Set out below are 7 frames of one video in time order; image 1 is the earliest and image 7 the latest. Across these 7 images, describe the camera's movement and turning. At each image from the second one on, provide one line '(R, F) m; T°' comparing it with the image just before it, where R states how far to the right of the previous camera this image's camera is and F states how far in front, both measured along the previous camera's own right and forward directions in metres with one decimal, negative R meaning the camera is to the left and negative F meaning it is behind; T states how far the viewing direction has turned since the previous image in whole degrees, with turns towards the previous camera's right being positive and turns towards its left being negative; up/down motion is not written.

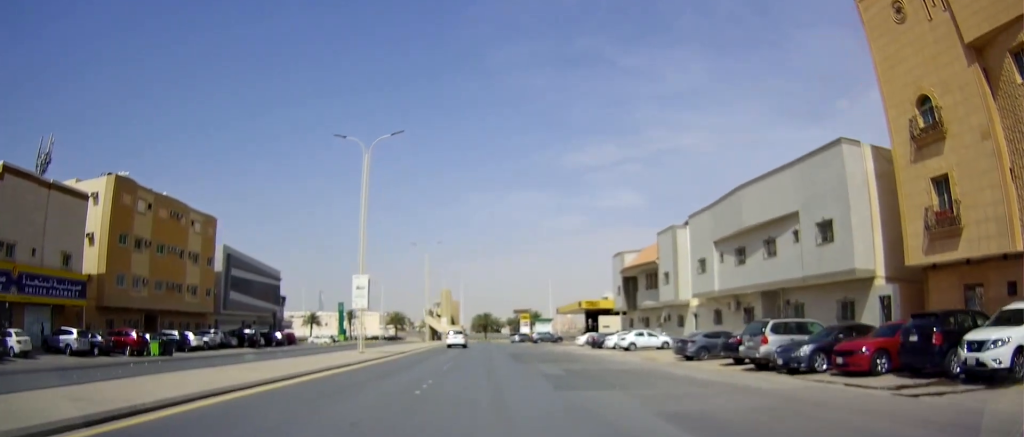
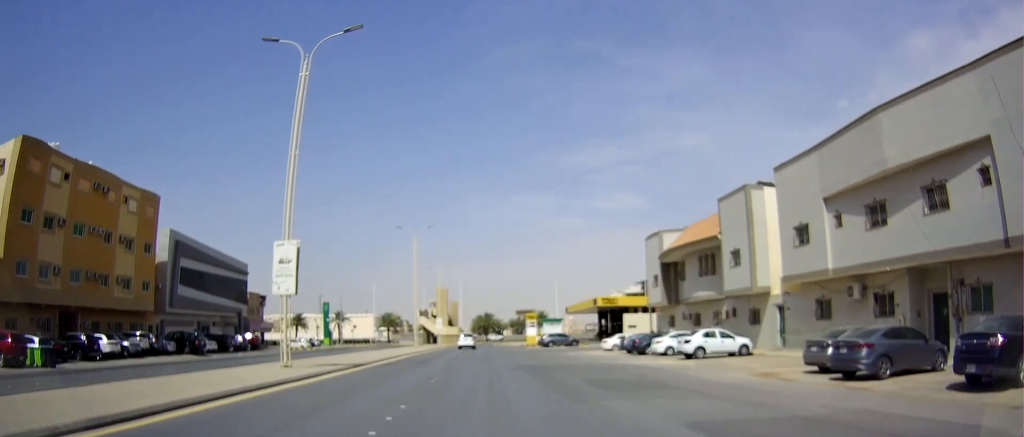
(+0.5, +14.1) m; 0°
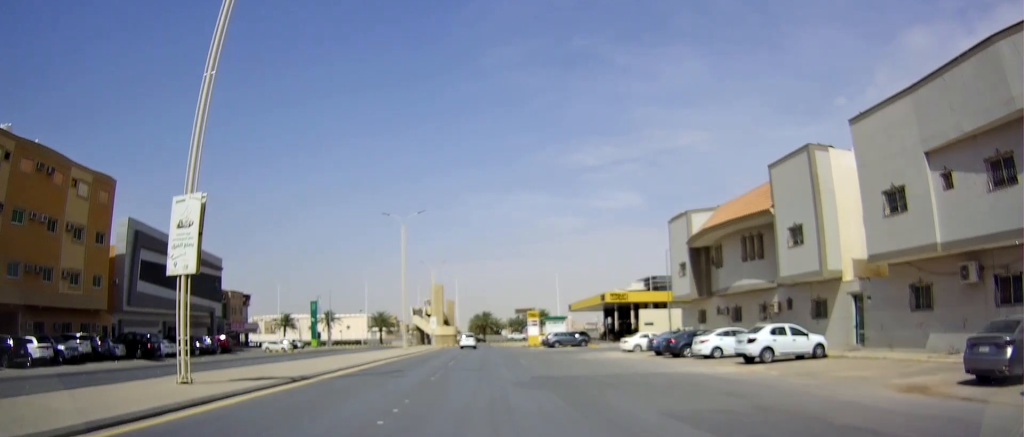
(-0.4, +7.9) m; -1°
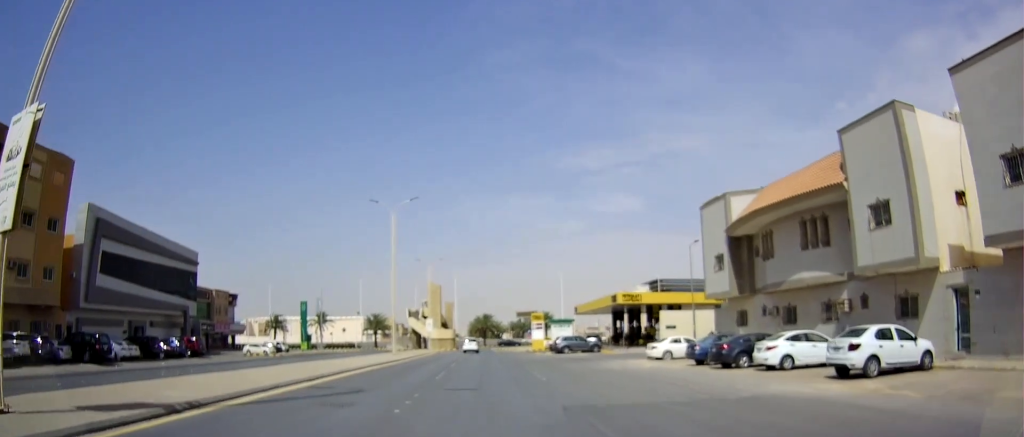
(0.0, +7.1) m; +1°
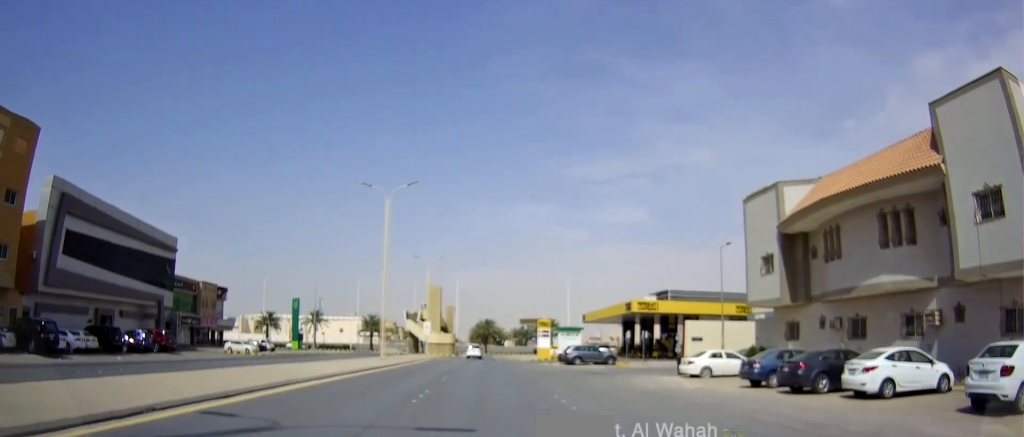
(+0.2, +6.3) m; +2°
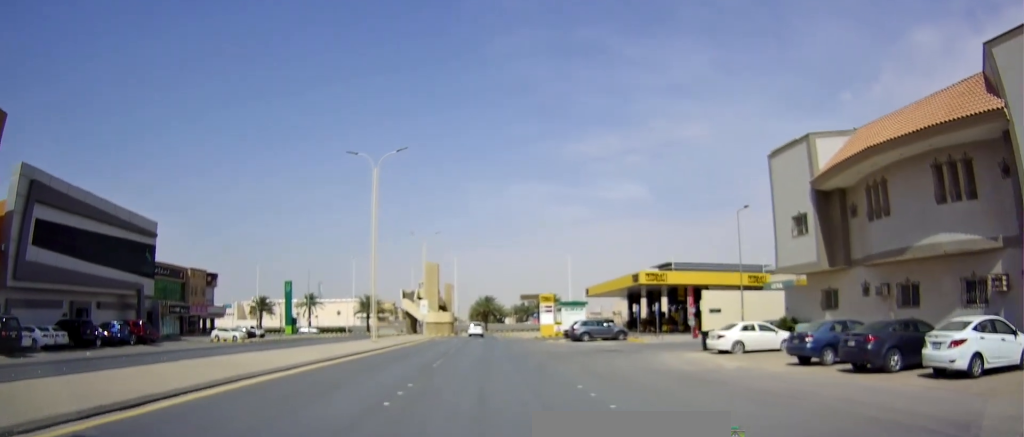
(0.0, +3.9) m; 0°
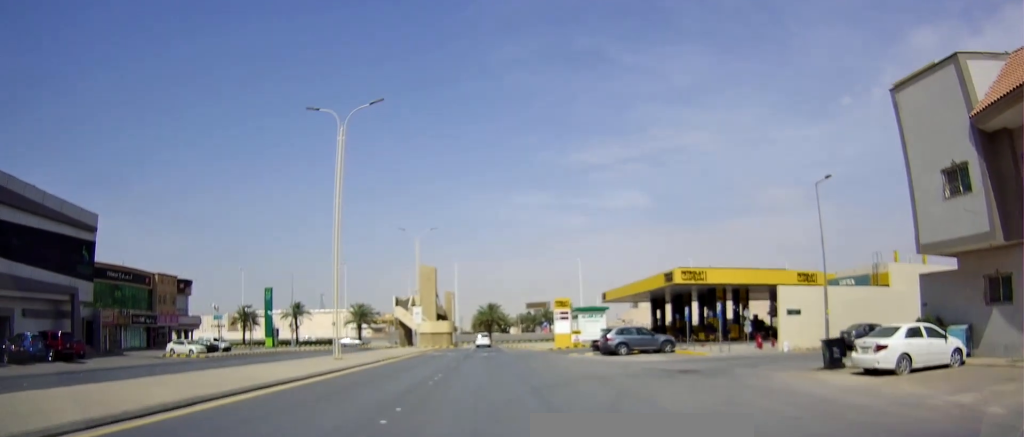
(0.0, +11.7) m; -3°
